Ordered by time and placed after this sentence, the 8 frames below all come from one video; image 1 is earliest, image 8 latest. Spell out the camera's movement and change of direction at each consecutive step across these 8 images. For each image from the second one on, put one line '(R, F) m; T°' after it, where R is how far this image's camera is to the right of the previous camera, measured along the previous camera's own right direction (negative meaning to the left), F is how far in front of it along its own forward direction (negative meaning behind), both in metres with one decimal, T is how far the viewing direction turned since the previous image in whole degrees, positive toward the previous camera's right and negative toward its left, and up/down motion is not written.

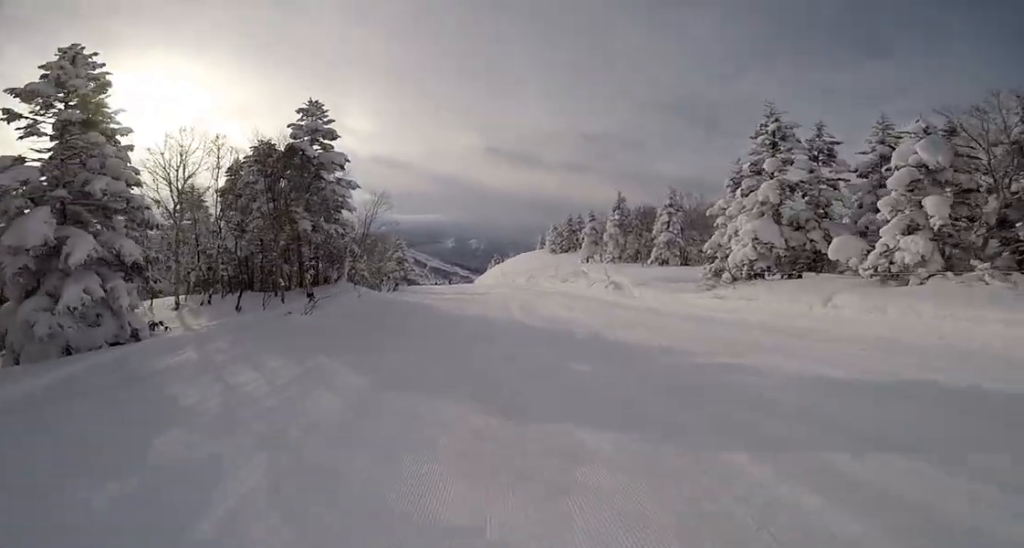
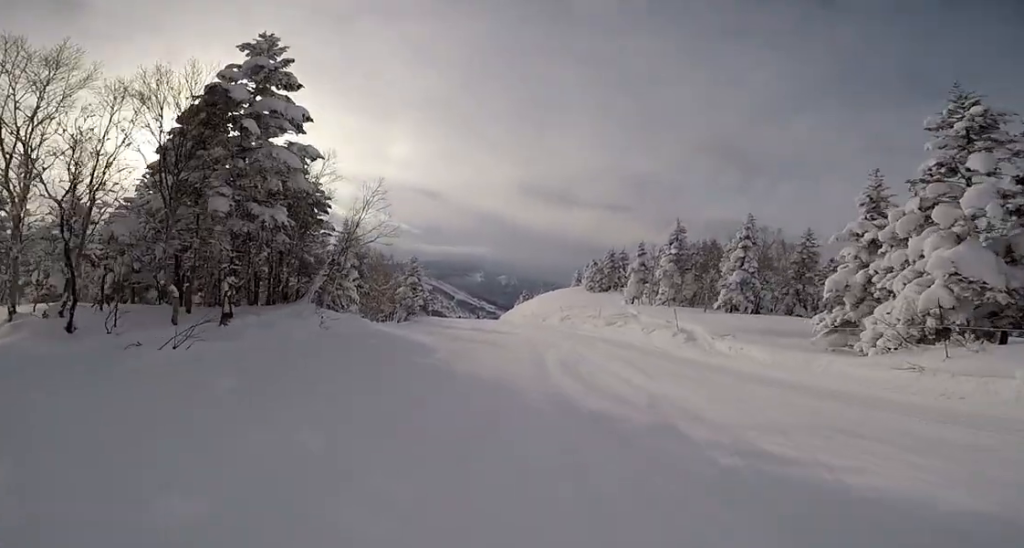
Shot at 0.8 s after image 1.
(-0.5, +7.4) m; +1°
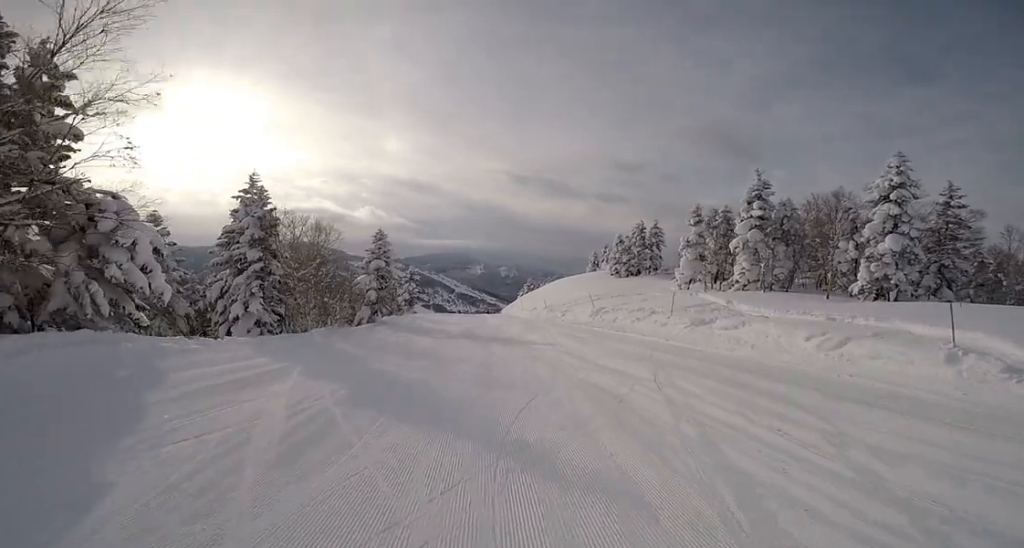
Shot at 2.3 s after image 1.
(+1.5, +14.1) m; +1°
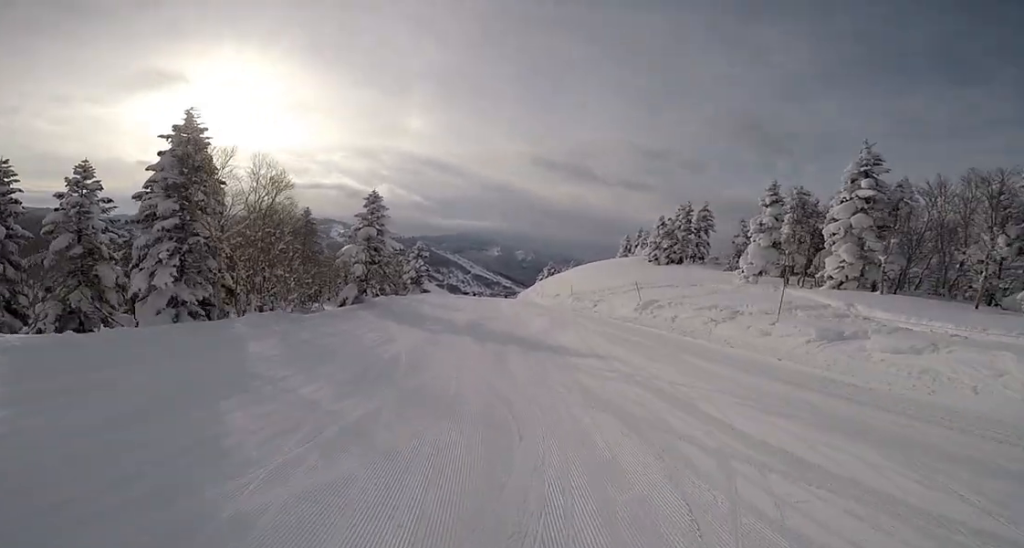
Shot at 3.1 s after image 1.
(-0.5, +6.9) m; -2°
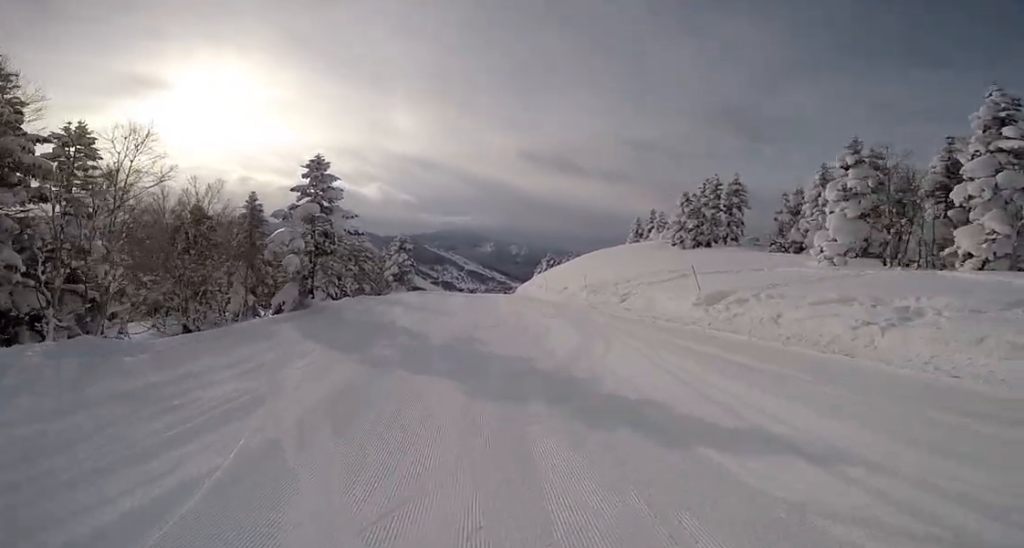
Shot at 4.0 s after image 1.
(-0.2, +7.7) m; -1°
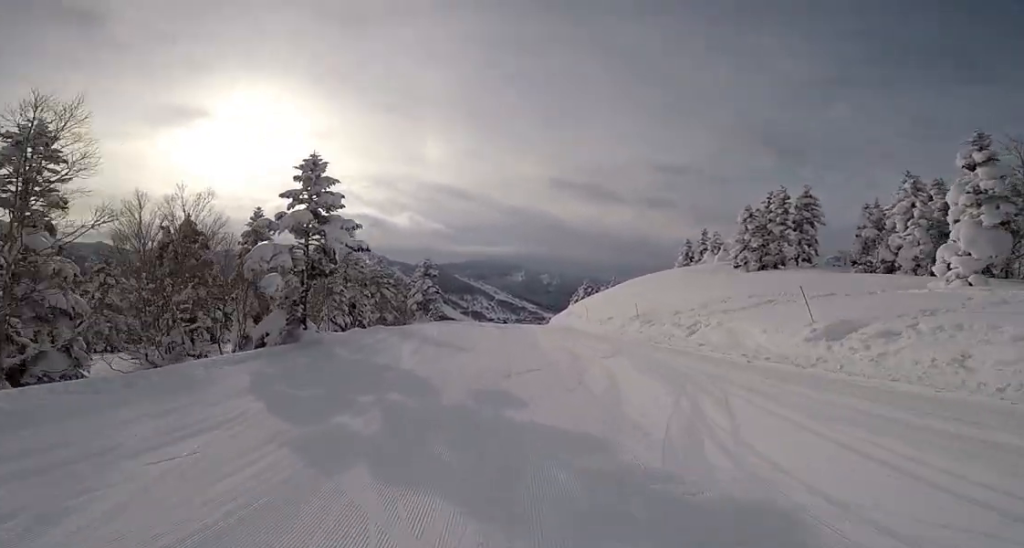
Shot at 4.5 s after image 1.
(+0.6, +4.1) m; -1°
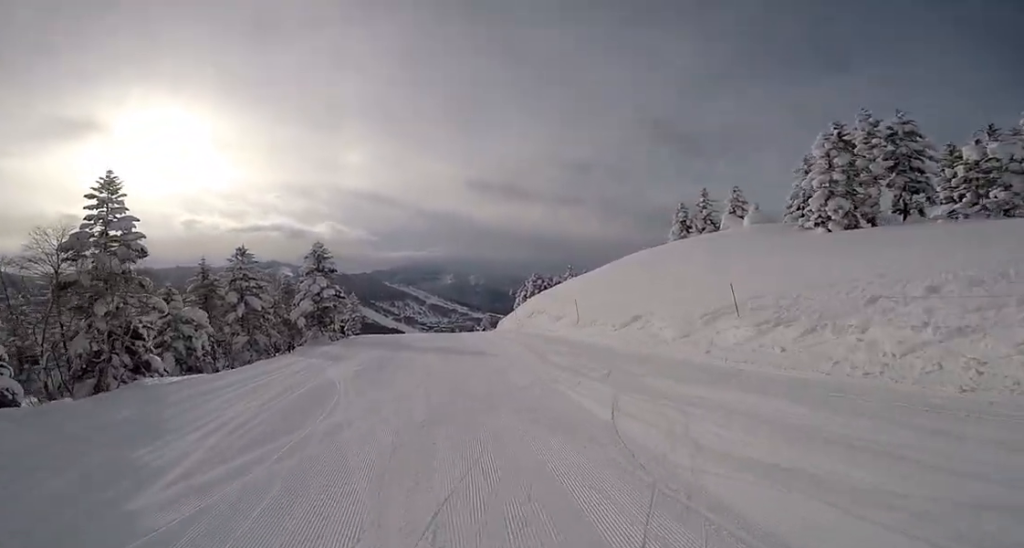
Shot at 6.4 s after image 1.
(-1.8, +15.4) m; -1°
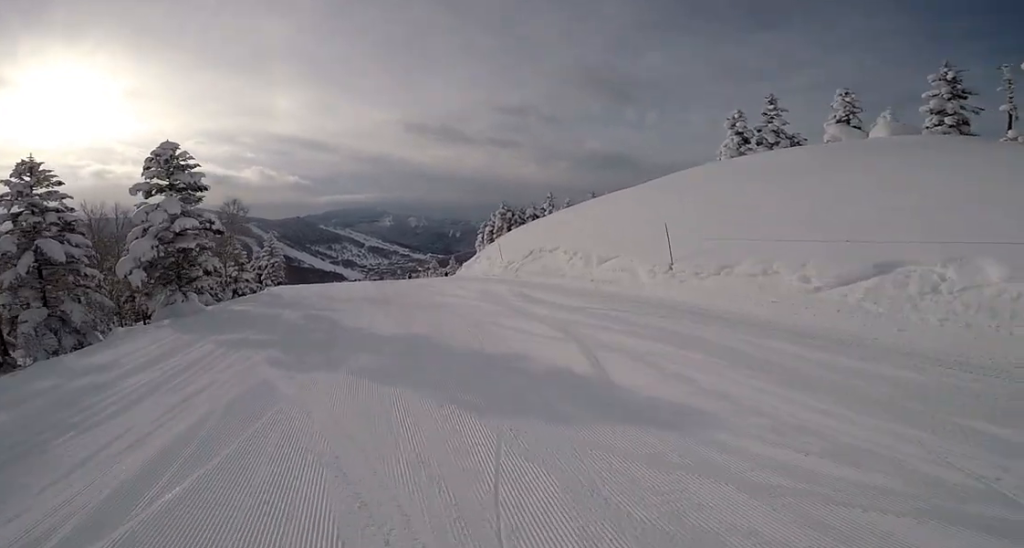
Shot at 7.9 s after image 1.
(+1.4, +11.7) m; +10°
